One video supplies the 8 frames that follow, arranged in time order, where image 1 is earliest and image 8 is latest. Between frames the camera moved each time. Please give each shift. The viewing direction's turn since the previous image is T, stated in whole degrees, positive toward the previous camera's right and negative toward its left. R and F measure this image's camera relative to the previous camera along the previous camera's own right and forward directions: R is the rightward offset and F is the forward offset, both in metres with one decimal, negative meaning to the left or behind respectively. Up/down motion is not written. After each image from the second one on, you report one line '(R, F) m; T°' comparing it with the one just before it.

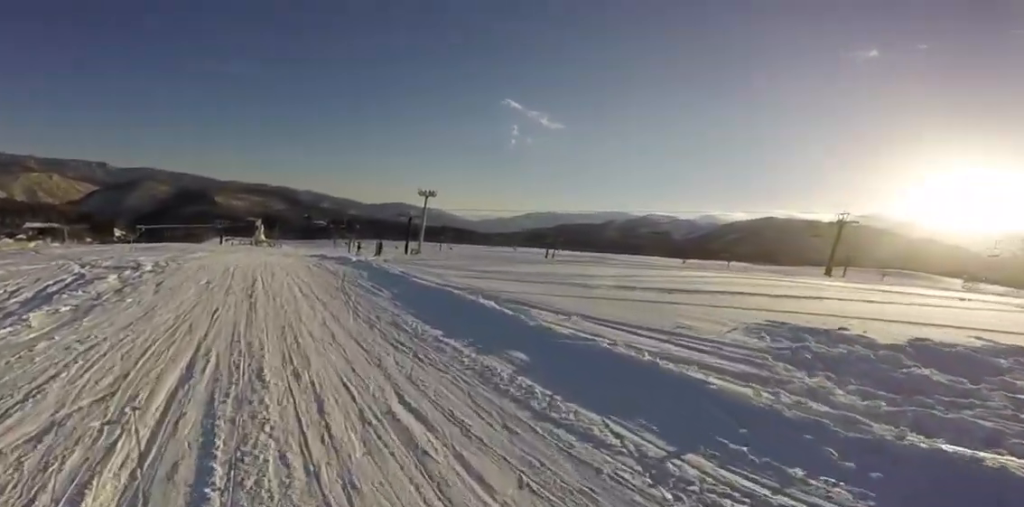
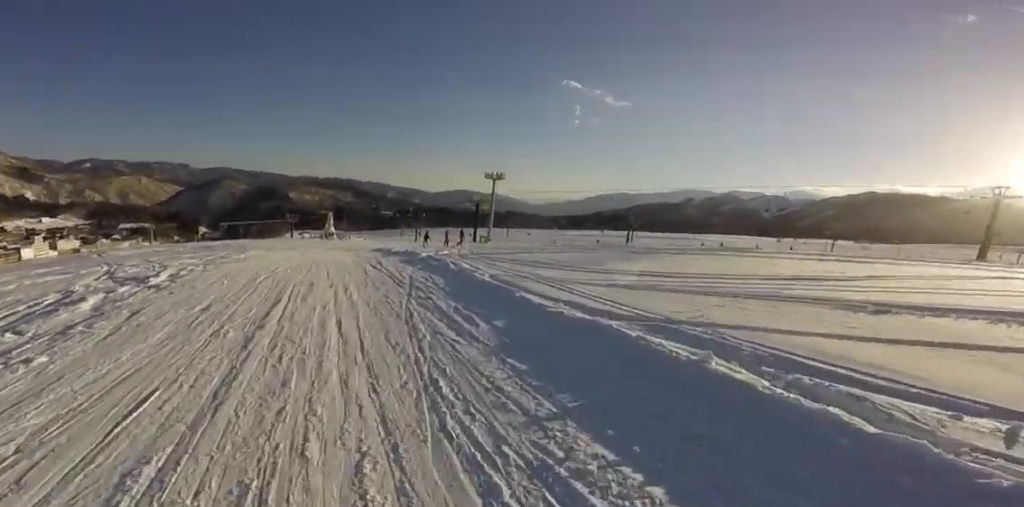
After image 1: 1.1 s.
(-0.7, +5.2) m; 0°
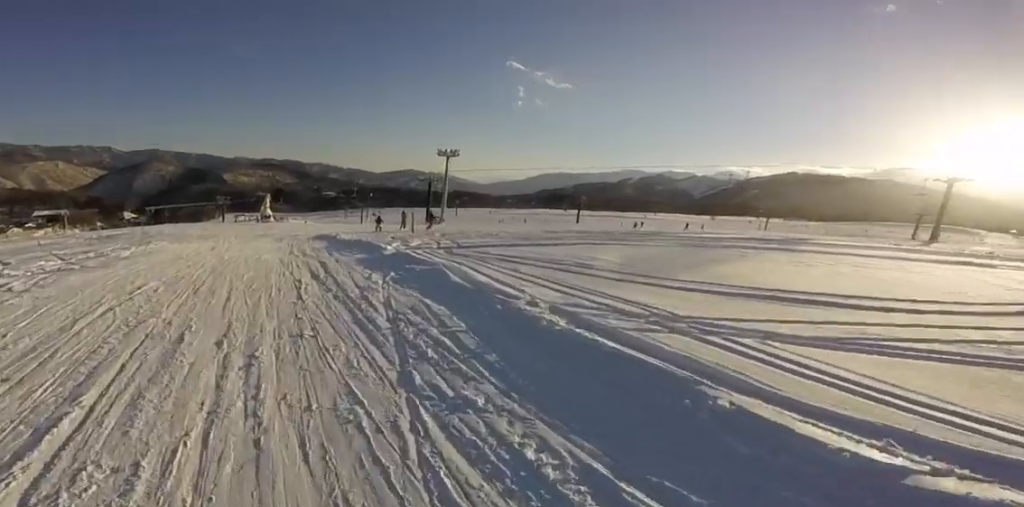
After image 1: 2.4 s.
(+0.8, +4.5) m; +11°
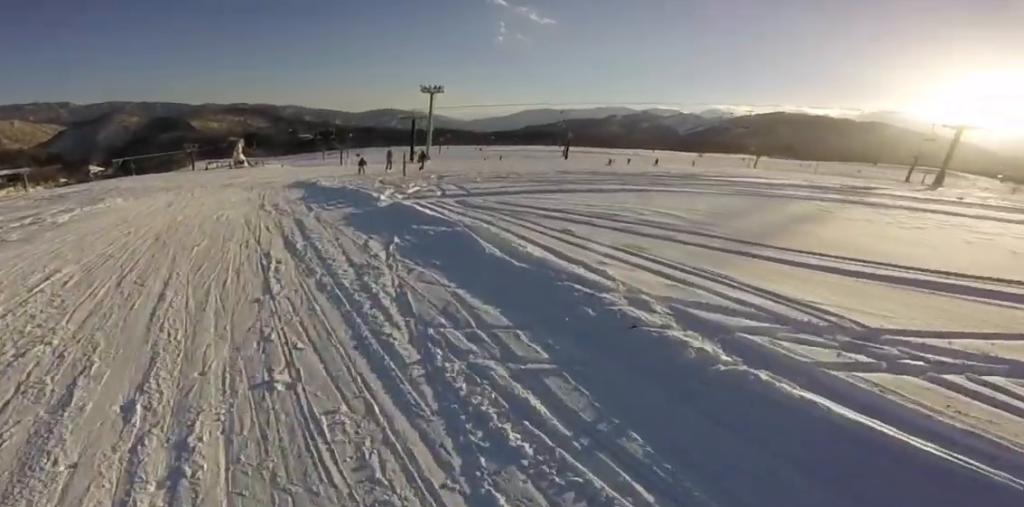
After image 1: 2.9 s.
(+0.1, +1.8) m; +1°
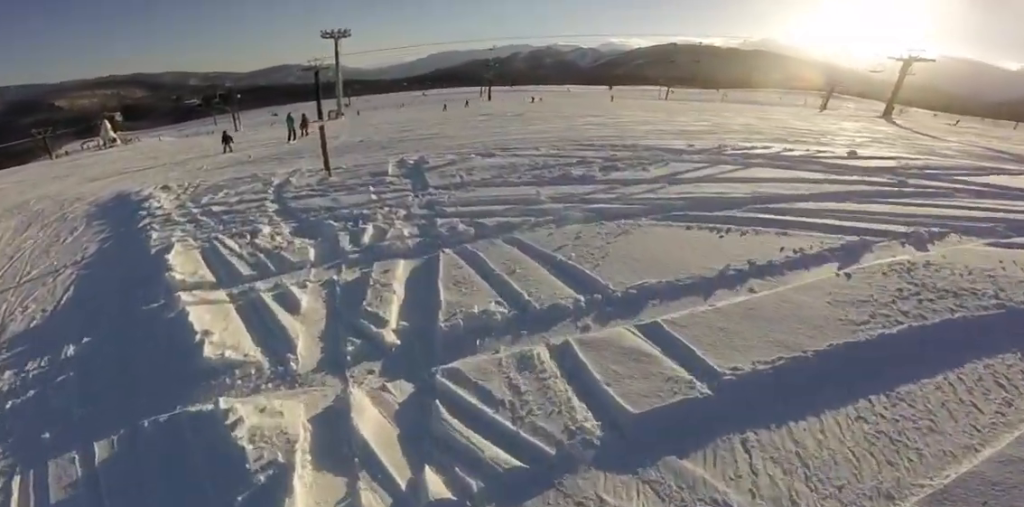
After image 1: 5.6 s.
(+0.8, +7.3) m; +27°
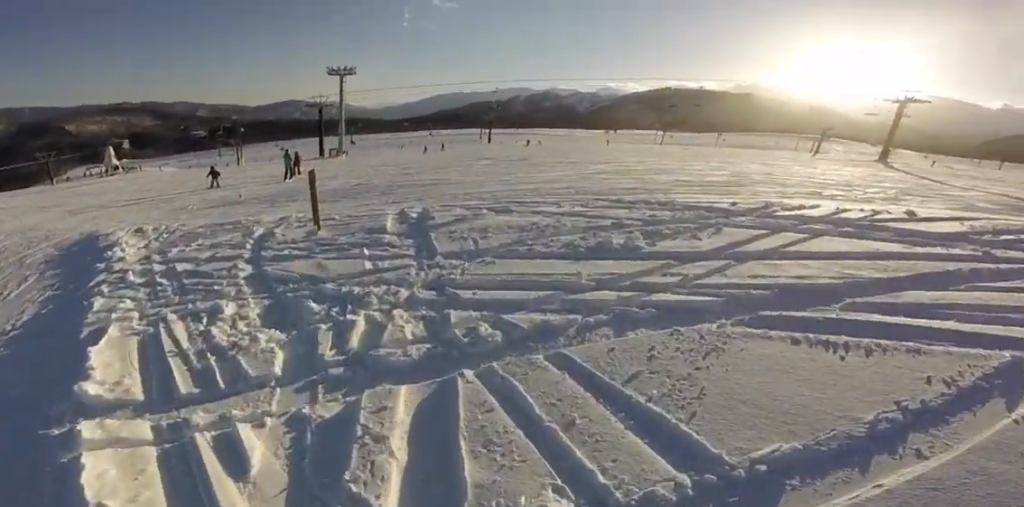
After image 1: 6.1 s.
(+0.2, +1.3) m; +7°
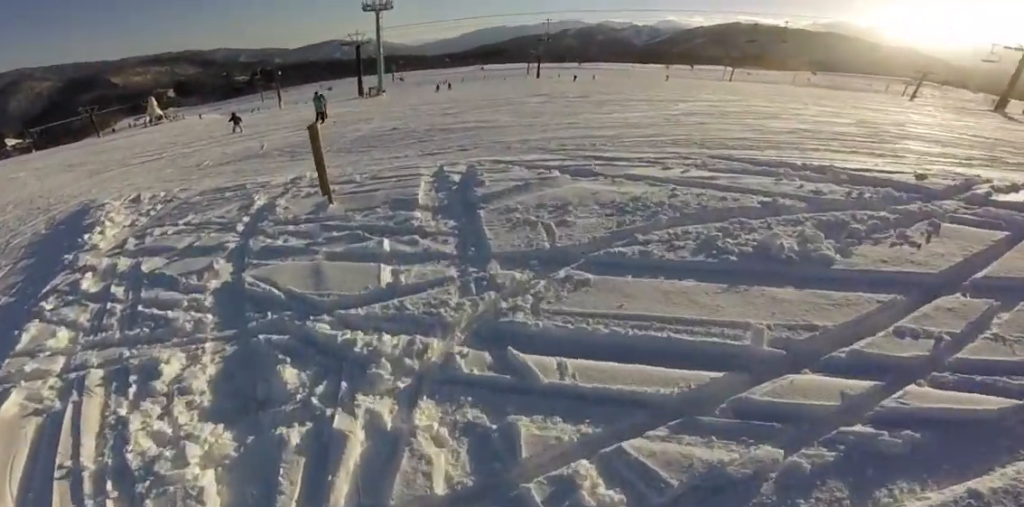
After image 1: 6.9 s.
(-0.1, +1.5) m; -16°
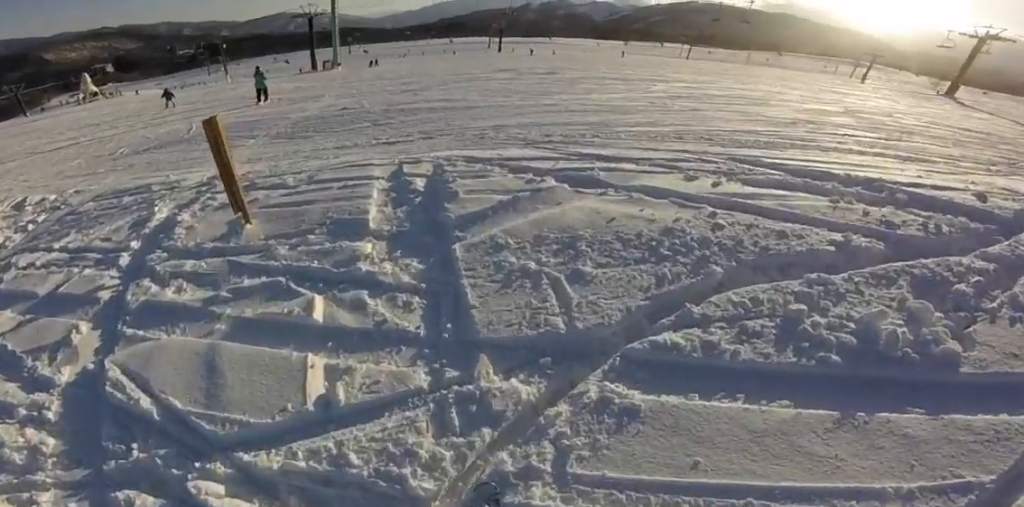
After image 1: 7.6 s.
(-0.3, +1.2) m; -11°
